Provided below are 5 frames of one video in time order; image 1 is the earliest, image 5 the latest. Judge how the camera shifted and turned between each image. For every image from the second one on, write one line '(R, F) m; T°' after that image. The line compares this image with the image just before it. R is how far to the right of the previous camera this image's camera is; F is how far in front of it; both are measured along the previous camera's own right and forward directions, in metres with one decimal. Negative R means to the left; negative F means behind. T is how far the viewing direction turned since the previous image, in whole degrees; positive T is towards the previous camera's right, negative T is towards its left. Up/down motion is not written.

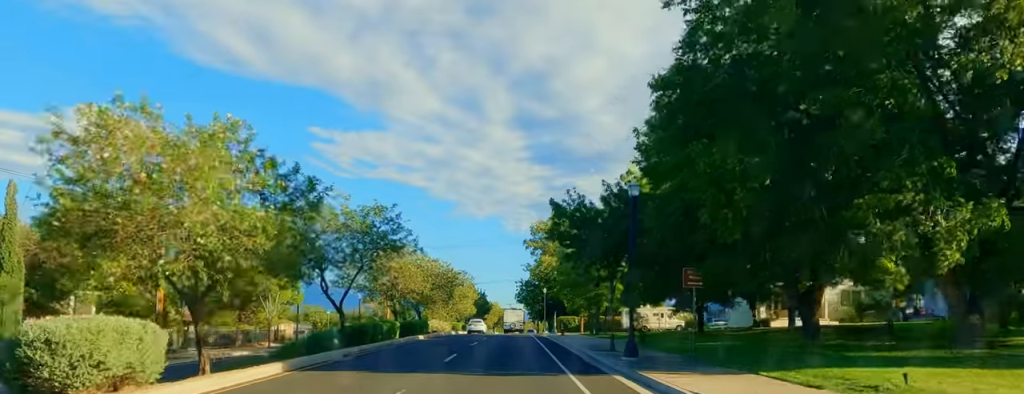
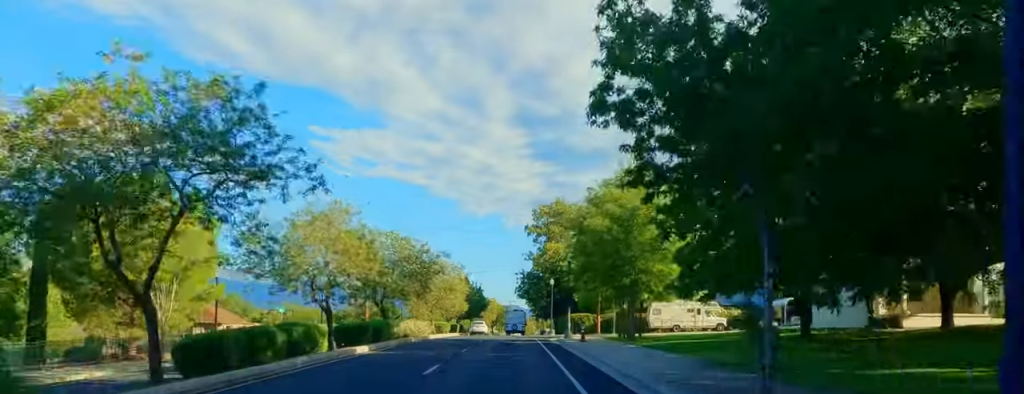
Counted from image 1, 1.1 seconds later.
(+0.5, +17.1) m; +1°
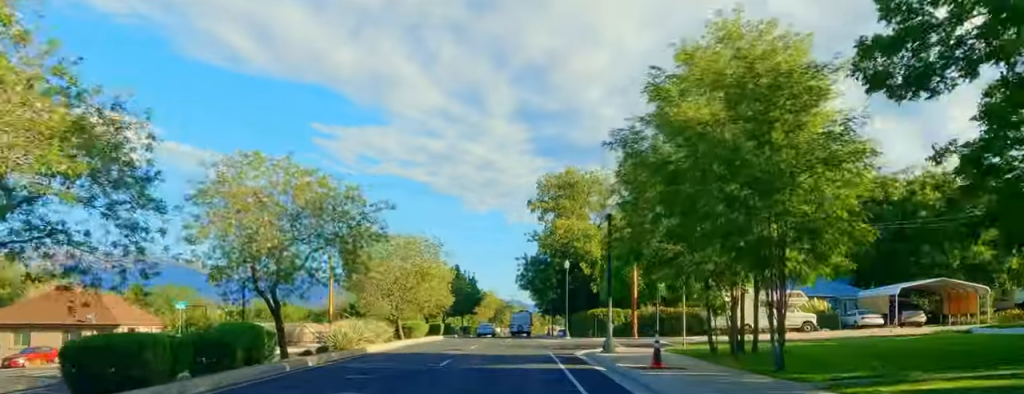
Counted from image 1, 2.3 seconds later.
(+0.2, +20.7) m; 0°
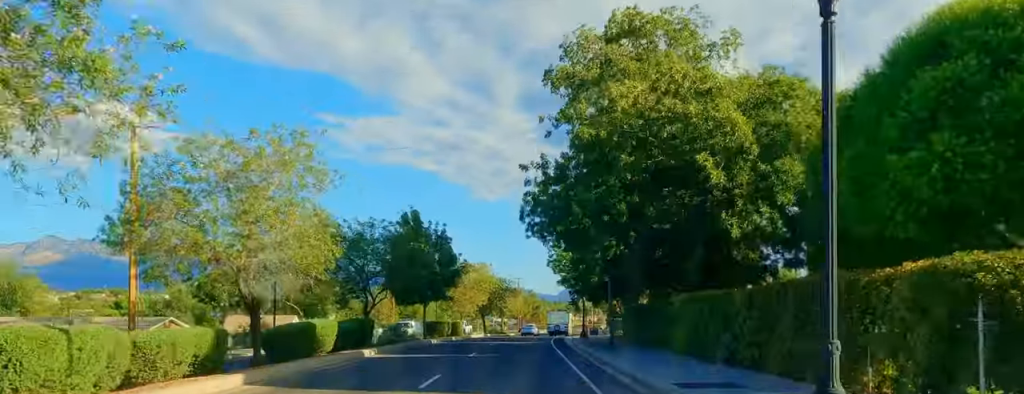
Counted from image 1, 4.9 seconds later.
(0.0, +42.9) m; +2°
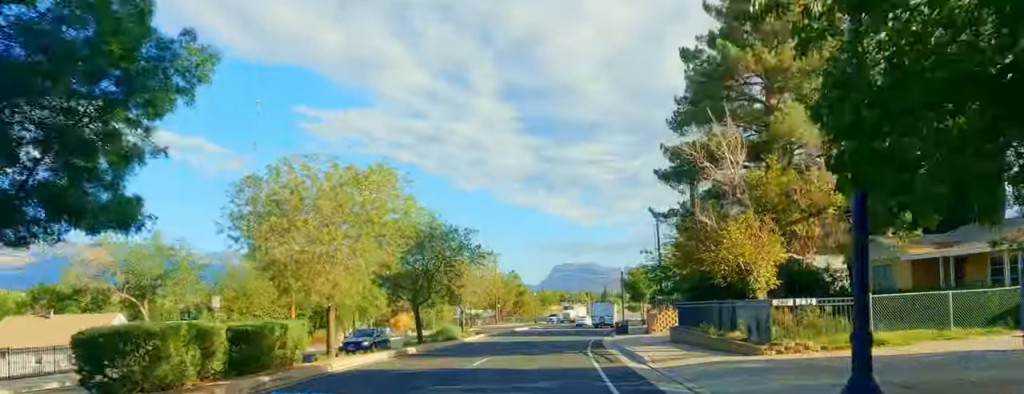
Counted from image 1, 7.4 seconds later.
(+1.3, +42.6) m; +5°
